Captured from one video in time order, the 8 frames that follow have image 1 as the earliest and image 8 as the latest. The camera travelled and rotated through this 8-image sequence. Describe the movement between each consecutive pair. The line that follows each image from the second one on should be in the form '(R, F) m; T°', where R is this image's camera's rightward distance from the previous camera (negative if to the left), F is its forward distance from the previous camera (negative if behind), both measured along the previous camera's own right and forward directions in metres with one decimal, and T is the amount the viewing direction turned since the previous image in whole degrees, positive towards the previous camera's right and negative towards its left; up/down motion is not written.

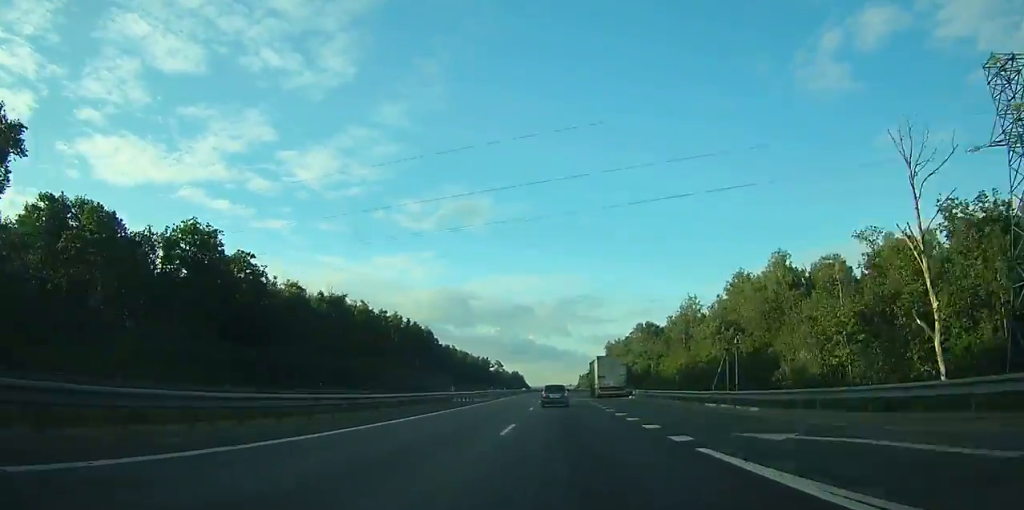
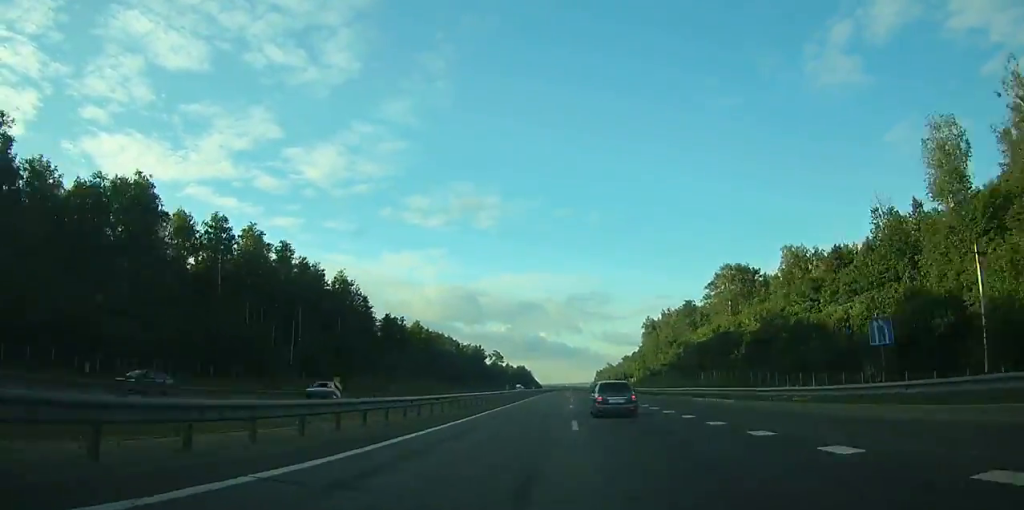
(-0.6, +106.6) m; 0°
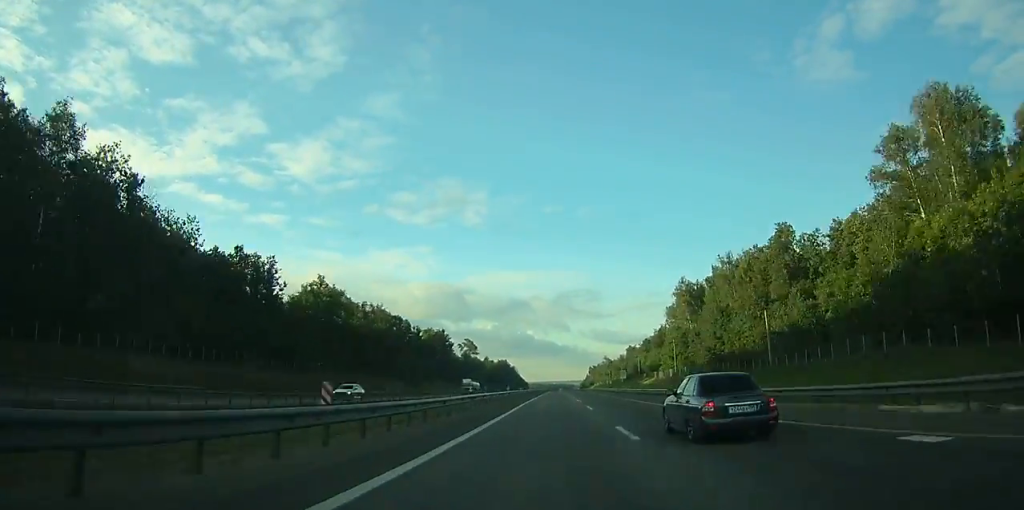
(-0.1, +79.9) m; 0°
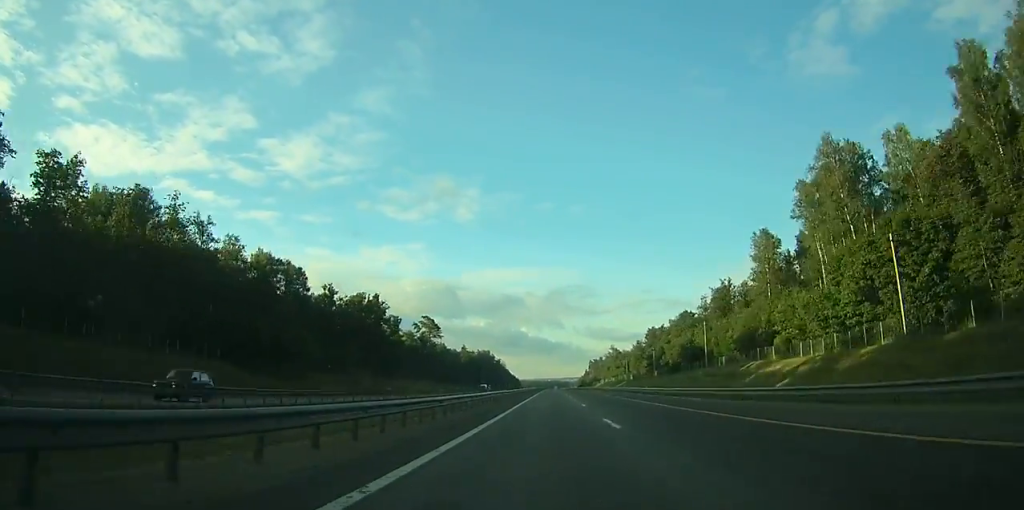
(+0.6, +89.6) m; +1°
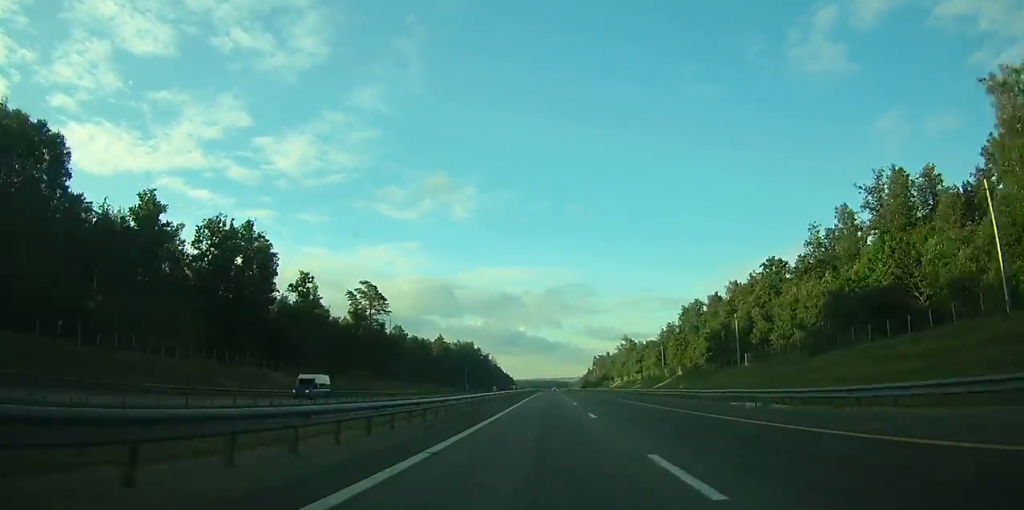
(+0.3, +74.0) m; +1°
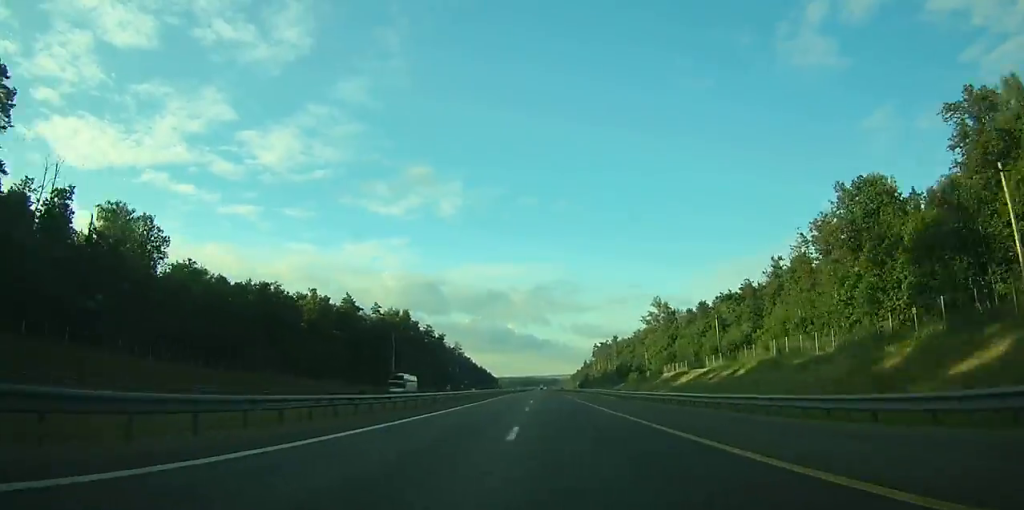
(+0.7, +114.5) m; 0°
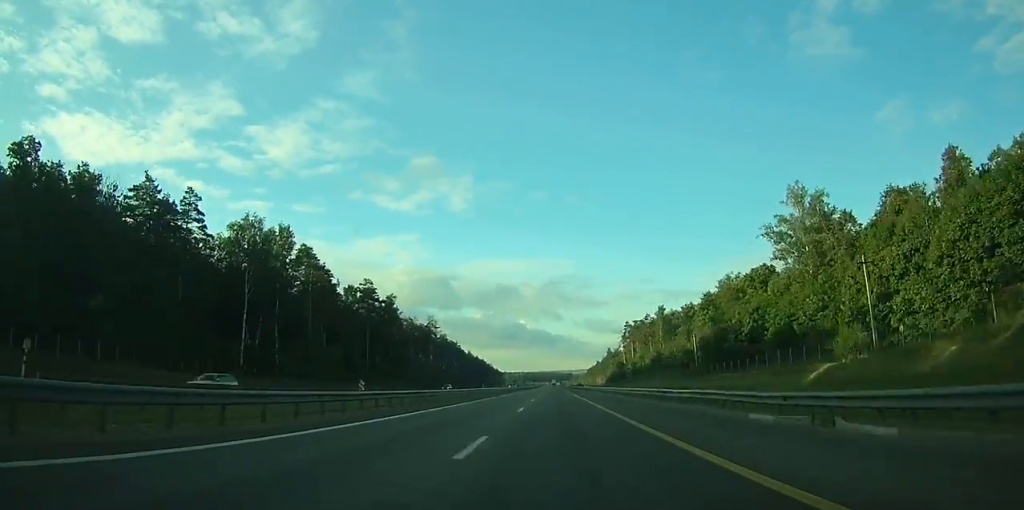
(-0.6, +95.5) m; -1°
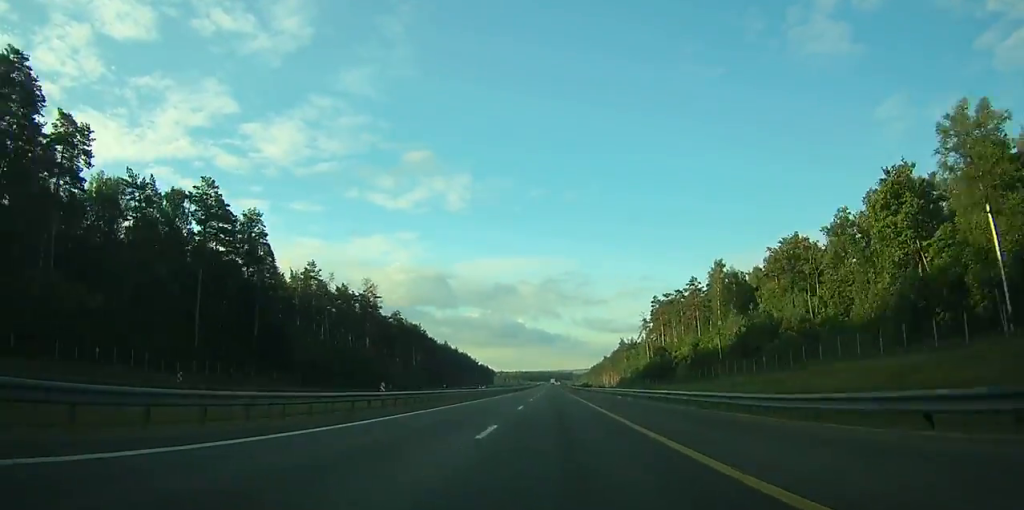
(-0.2, +73.2) m; 0°
